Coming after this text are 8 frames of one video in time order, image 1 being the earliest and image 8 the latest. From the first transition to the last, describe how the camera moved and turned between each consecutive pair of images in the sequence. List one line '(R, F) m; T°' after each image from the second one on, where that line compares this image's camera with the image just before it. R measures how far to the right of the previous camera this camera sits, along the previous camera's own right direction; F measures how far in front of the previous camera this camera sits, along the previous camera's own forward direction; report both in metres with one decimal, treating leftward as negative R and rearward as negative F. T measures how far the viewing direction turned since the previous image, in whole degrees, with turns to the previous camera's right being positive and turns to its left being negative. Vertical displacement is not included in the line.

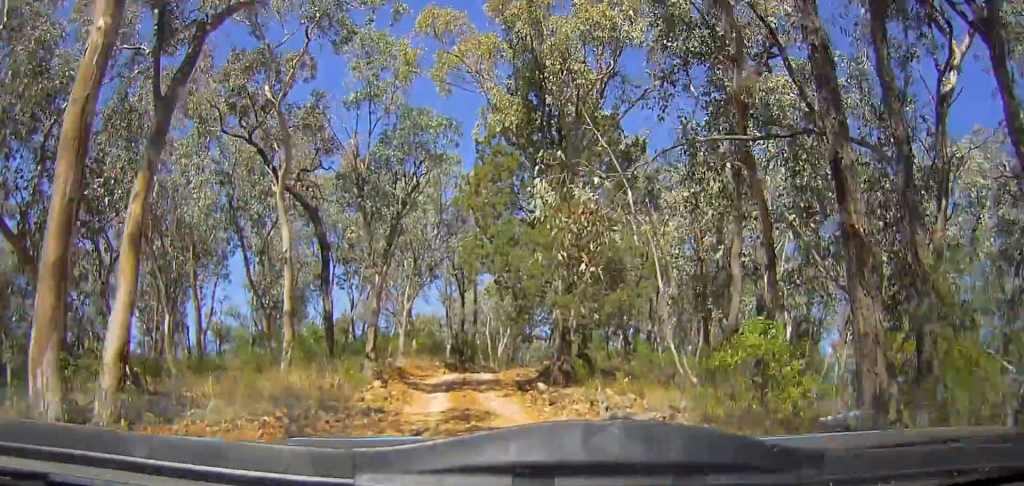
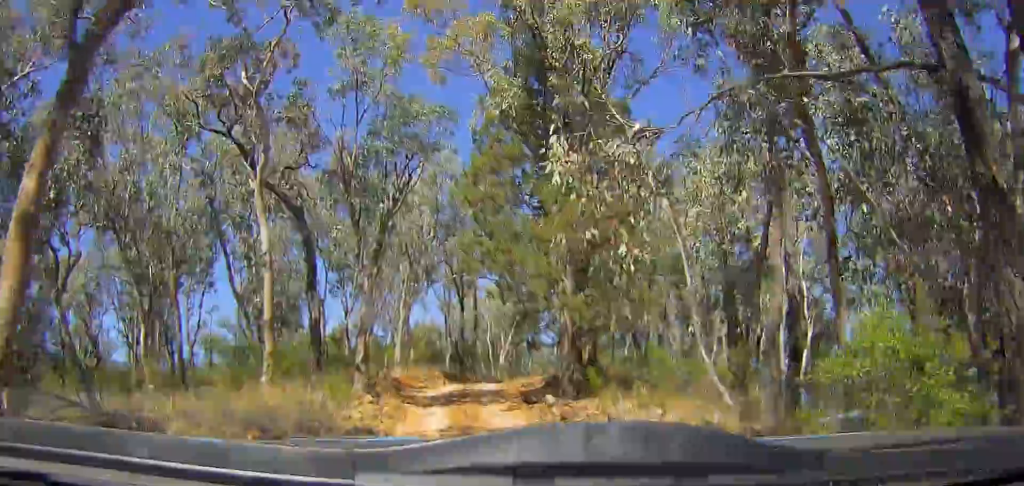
(0.0, +1.5) m; 0°
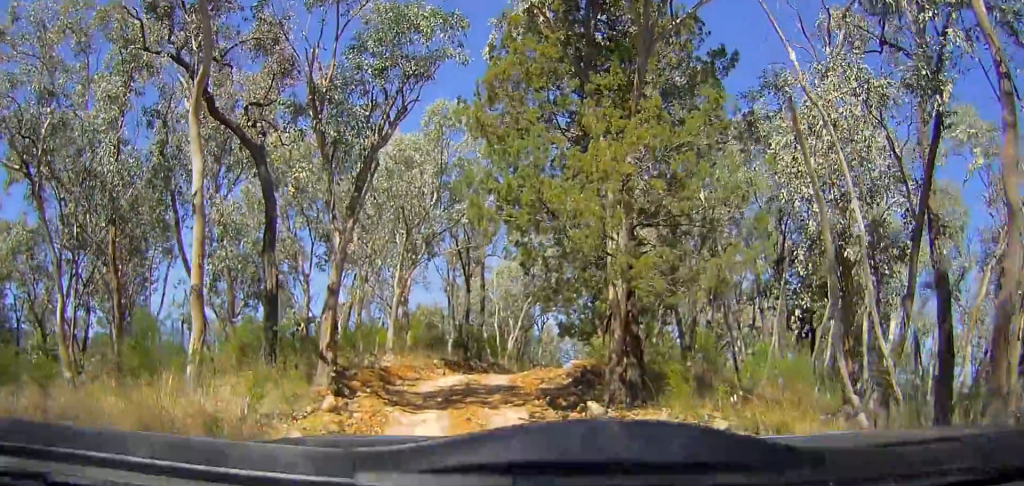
(0.0, +4.2) m; 0°
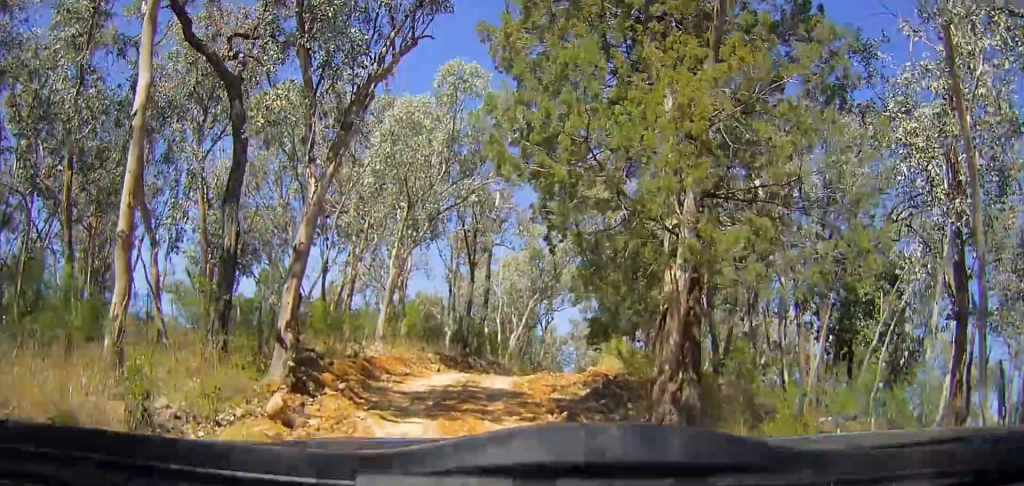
(0.0, +2.6) m; -1°
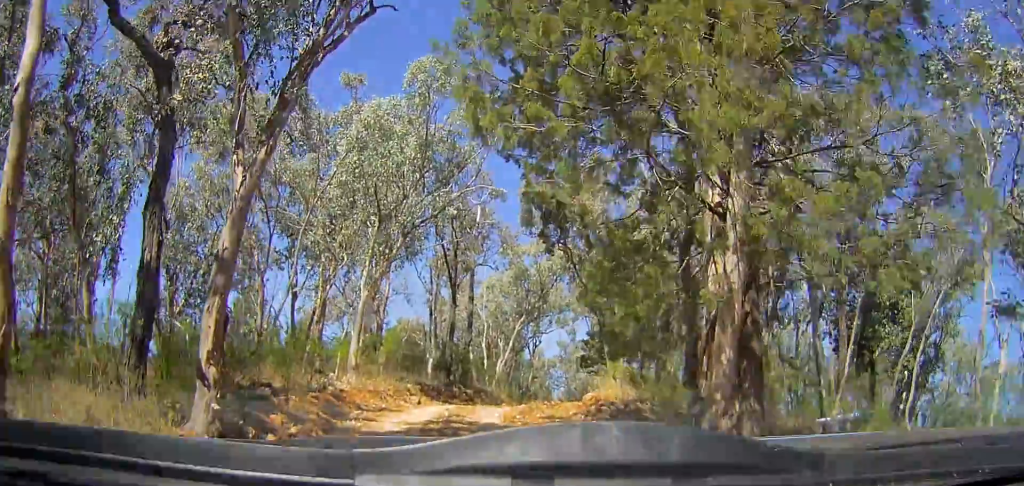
(0.0, +2.1) m; 0°
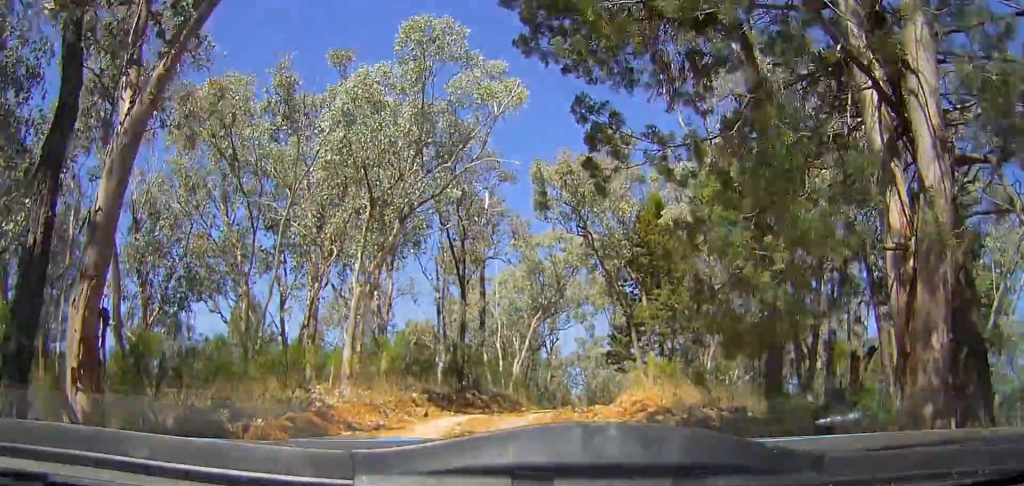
(-0.1, +2.6) m; +2°
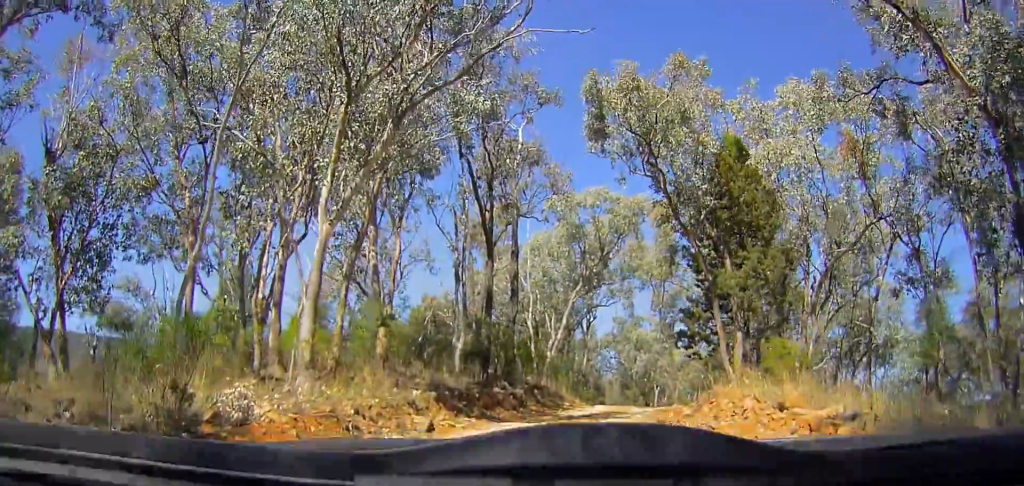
(+0.2, +5.8) m; +1°
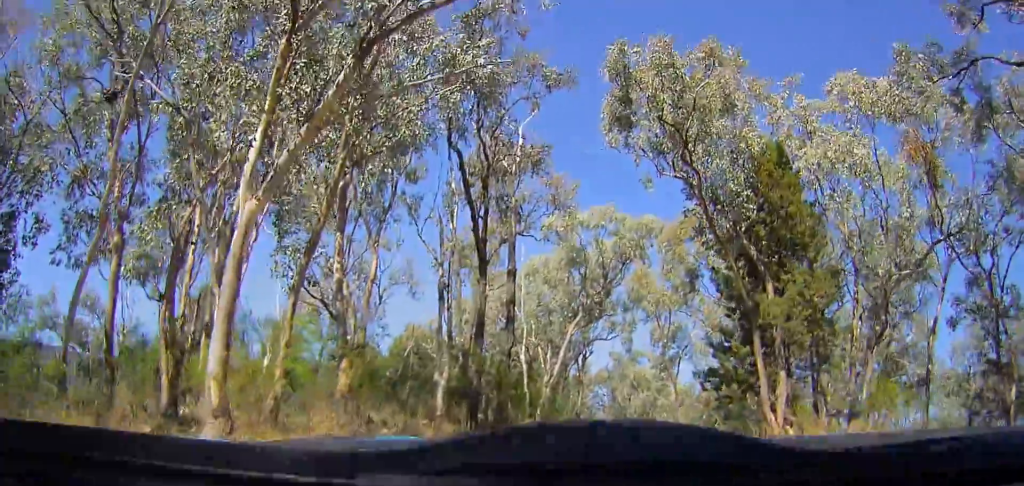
(0.0, +3.6) m; 0°
